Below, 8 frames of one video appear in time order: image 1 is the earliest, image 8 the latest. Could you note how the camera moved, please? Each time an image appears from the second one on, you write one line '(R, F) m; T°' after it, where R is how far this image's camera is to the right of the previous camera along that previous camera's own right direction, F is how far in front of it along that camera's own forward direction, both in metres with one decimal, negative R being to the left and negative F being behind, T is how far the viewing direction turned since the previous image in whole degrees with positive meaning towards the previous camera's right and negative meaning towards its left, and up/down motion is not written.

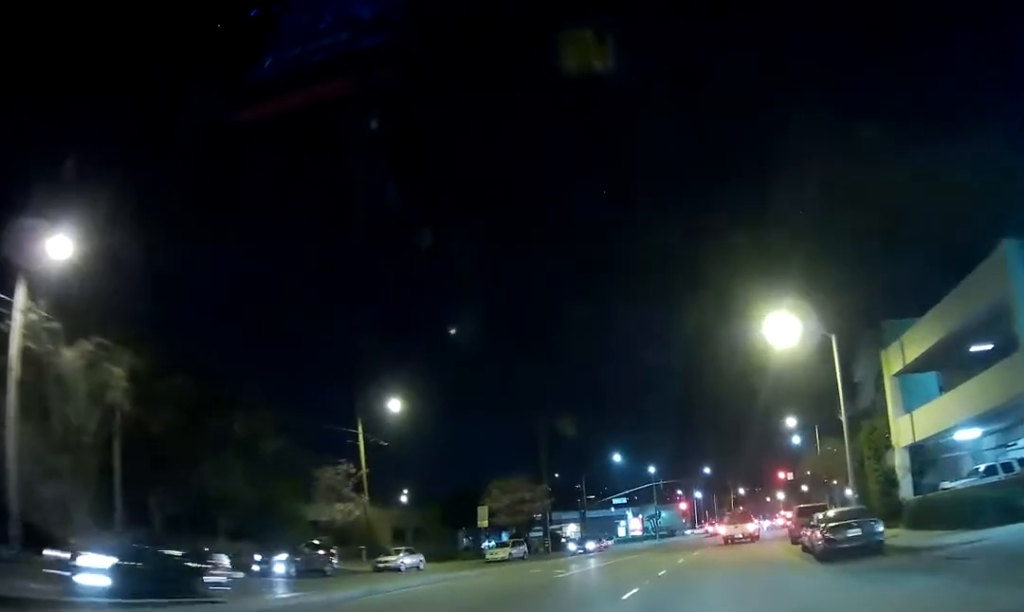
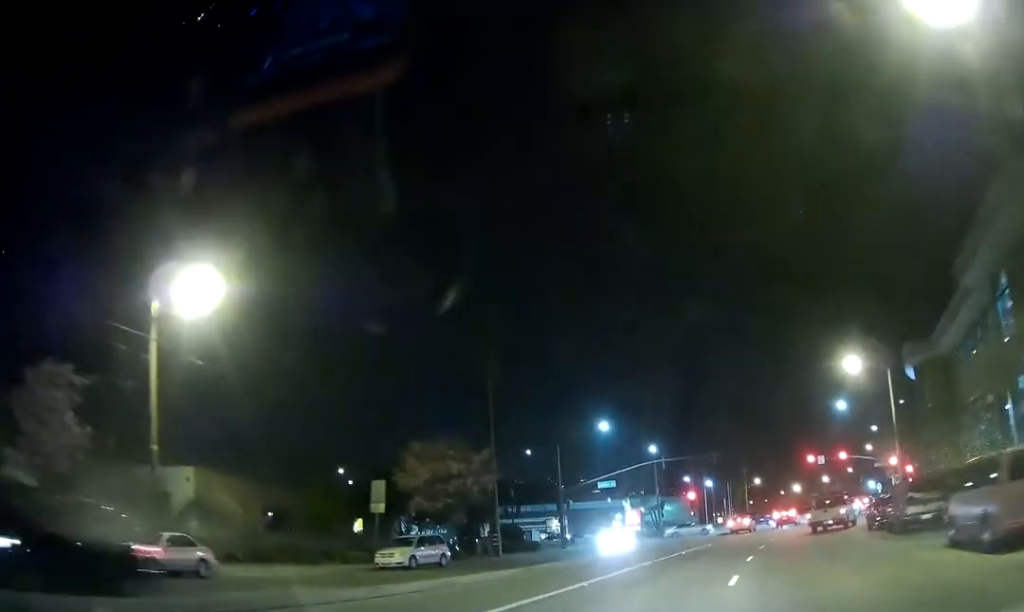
(-0.1, +23.8) m; 0°
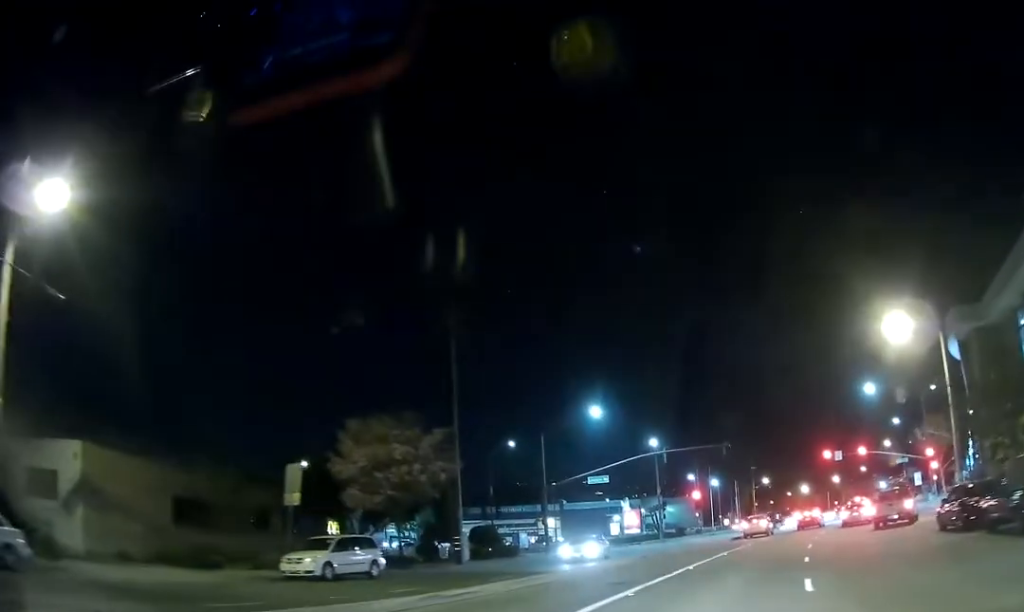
(0.0, +9.9) m; +1°
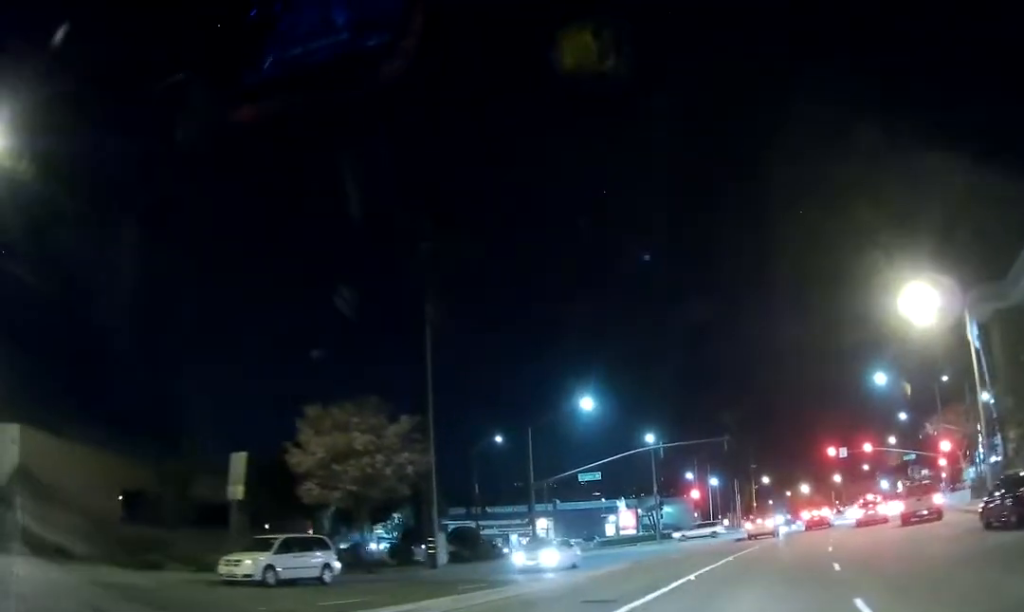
(0.0, +4.2) m; 0°
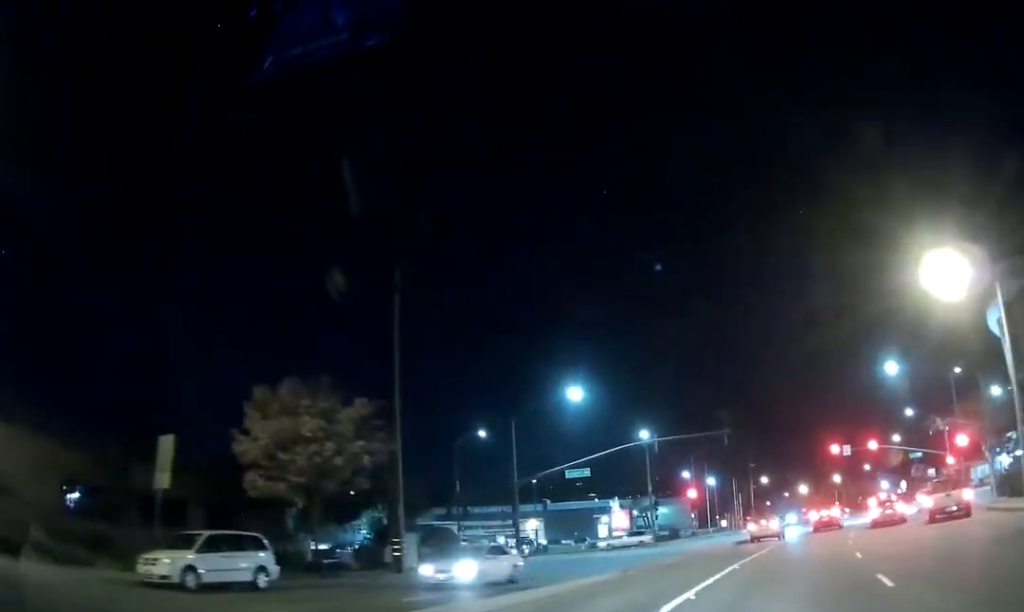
(+0.1, +4.0) m; 0°
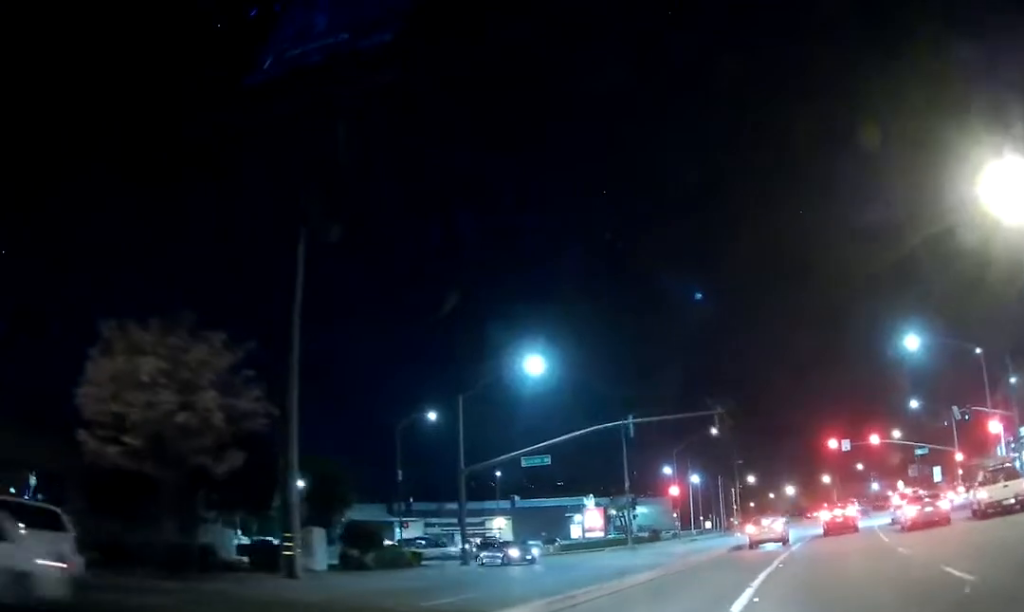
(0.0, +8.1) m; +1°
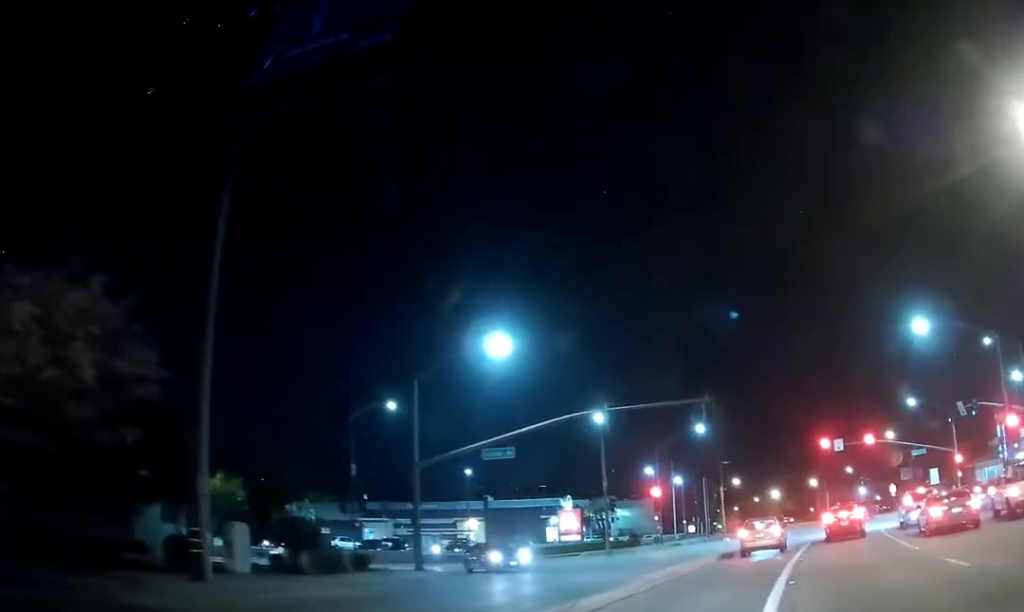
(-0.1, +4.3) m; +2°
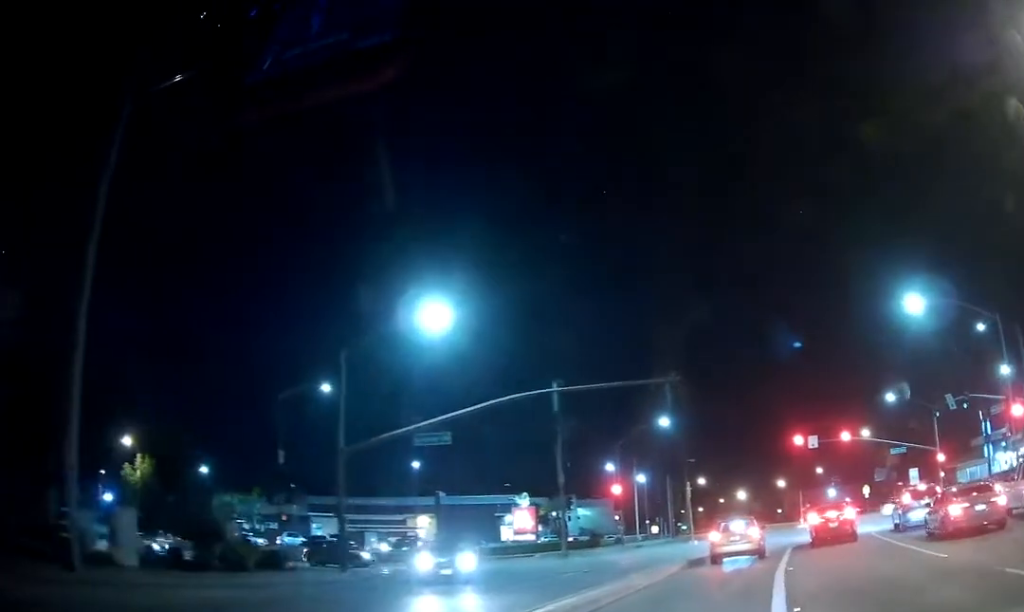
(+0.2, +3.9) m; +4°
